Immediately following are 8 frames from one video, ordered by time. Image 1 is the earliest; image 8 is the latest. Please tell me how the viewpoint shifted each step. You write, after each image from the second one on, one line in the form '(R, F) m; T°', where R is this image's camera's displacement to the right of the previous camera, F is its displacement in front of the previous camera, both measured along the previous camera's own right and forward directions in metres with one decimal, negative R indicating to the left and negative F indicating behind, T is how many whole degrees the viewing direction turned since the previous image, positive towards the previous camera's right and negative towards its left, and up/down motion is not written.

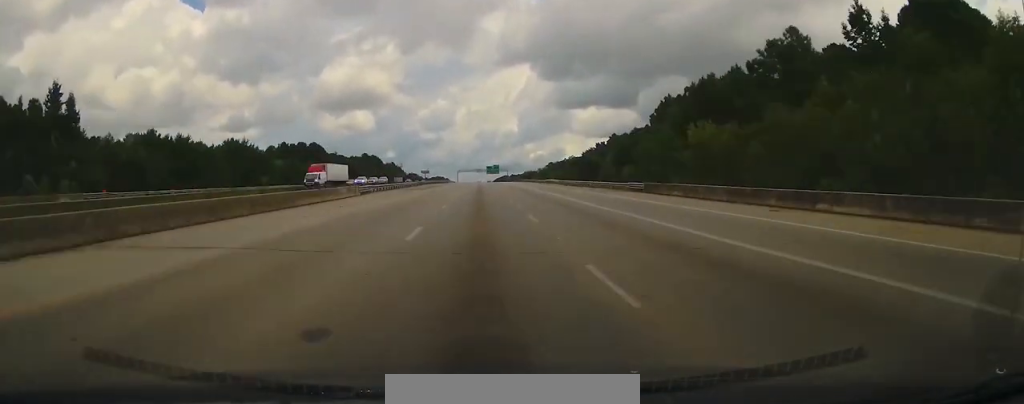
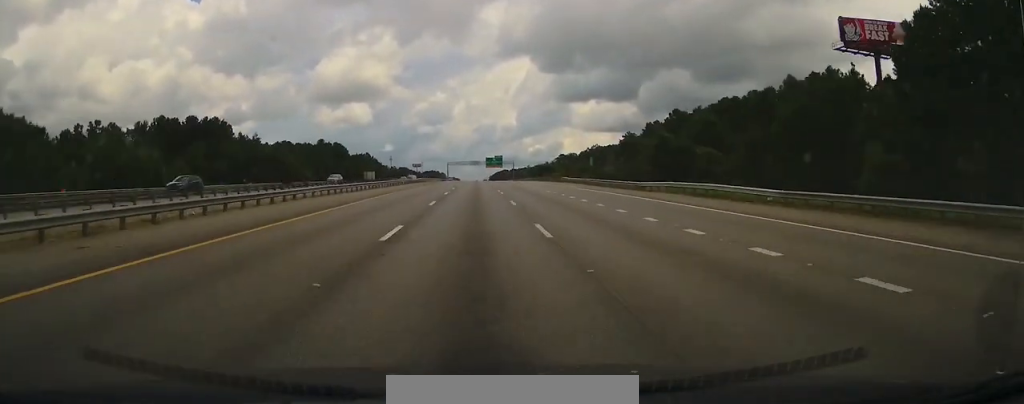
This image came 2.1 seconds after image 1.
(-0.1, +94.8) m; 0°
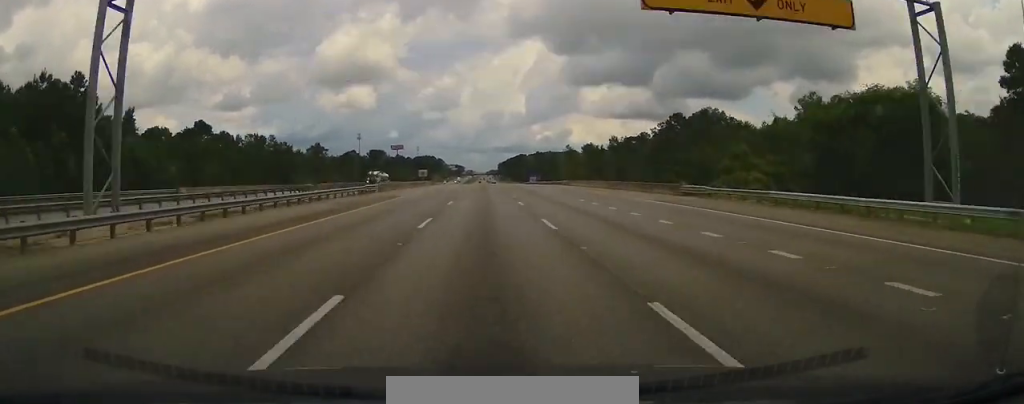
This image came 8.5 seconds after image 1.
(-0.3, +243.2) m; 0°
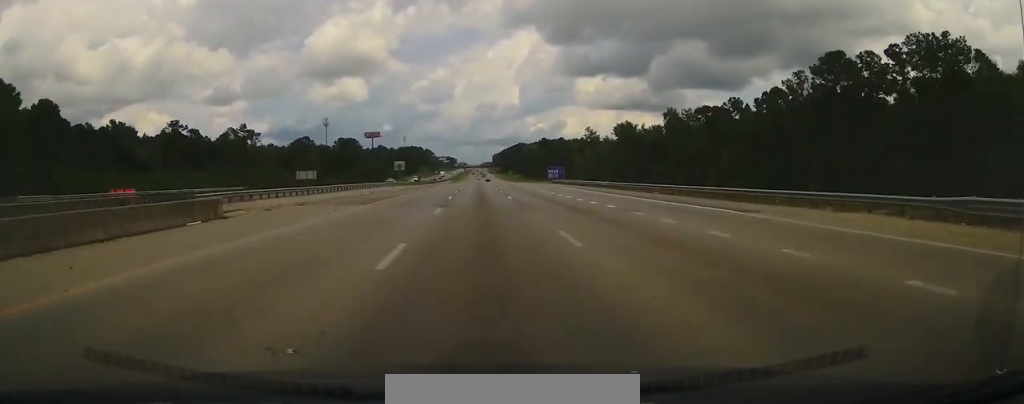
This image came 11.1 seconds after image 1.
(-0.1, +89.4) m; 0°
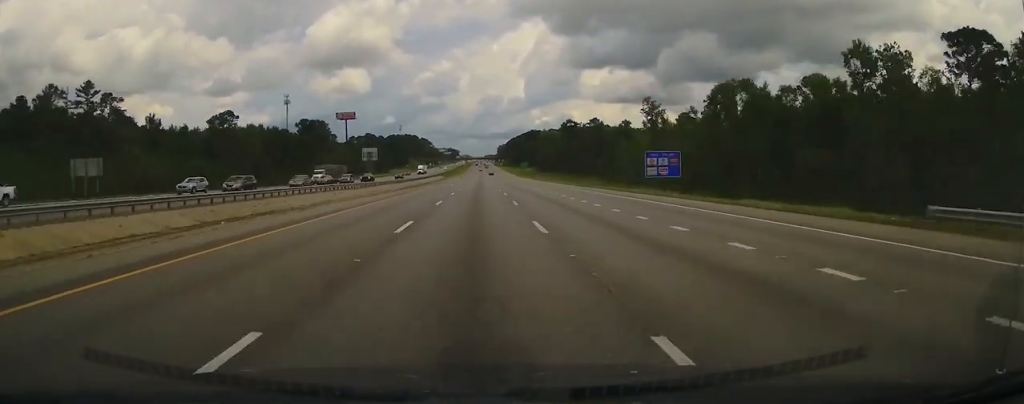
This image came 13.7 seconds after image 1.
(+0.1, +96.1) m; 0°
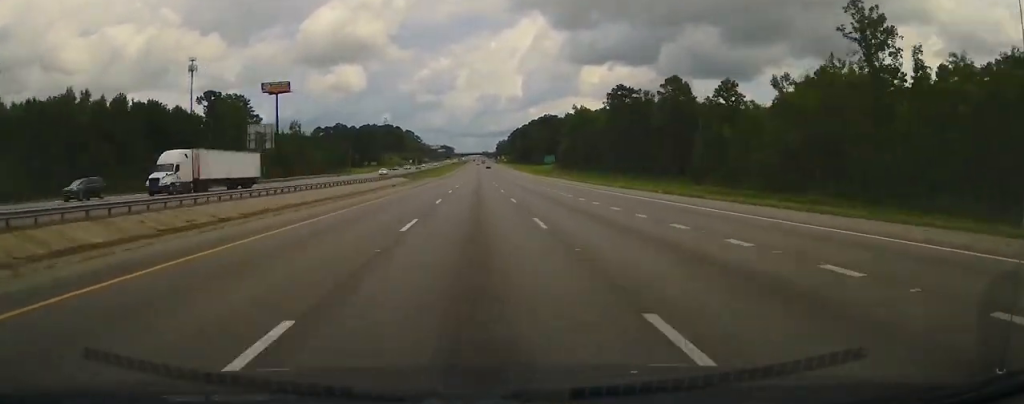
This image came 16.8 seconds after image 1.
(+0.1, +111.9) m; 0°
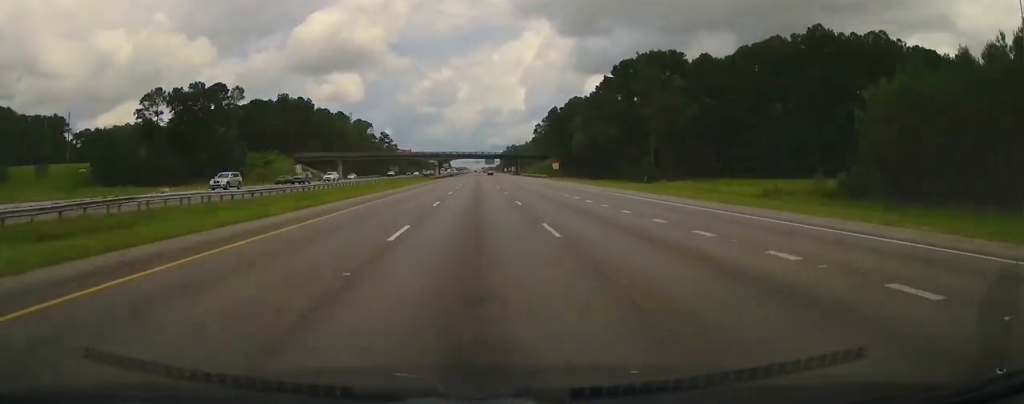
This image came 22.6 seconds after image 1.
(+0.2, +212.0) m; +1°
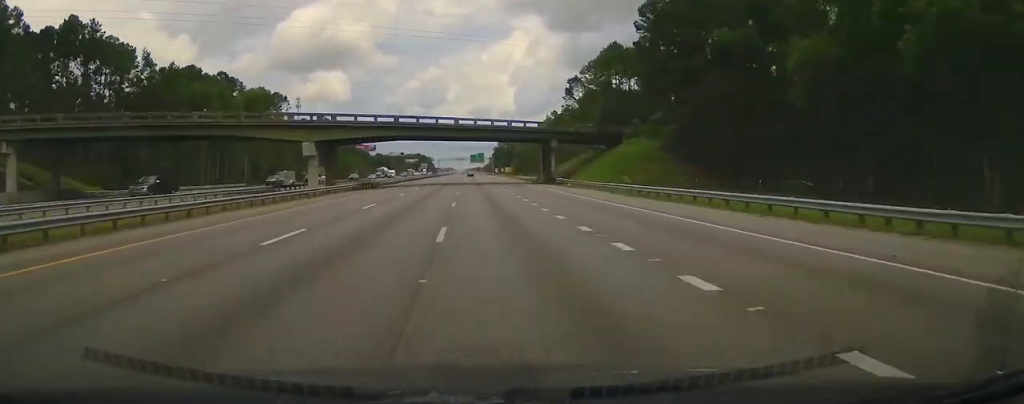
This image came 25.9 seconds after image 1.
(+1.0, +123.4) m; 0°
